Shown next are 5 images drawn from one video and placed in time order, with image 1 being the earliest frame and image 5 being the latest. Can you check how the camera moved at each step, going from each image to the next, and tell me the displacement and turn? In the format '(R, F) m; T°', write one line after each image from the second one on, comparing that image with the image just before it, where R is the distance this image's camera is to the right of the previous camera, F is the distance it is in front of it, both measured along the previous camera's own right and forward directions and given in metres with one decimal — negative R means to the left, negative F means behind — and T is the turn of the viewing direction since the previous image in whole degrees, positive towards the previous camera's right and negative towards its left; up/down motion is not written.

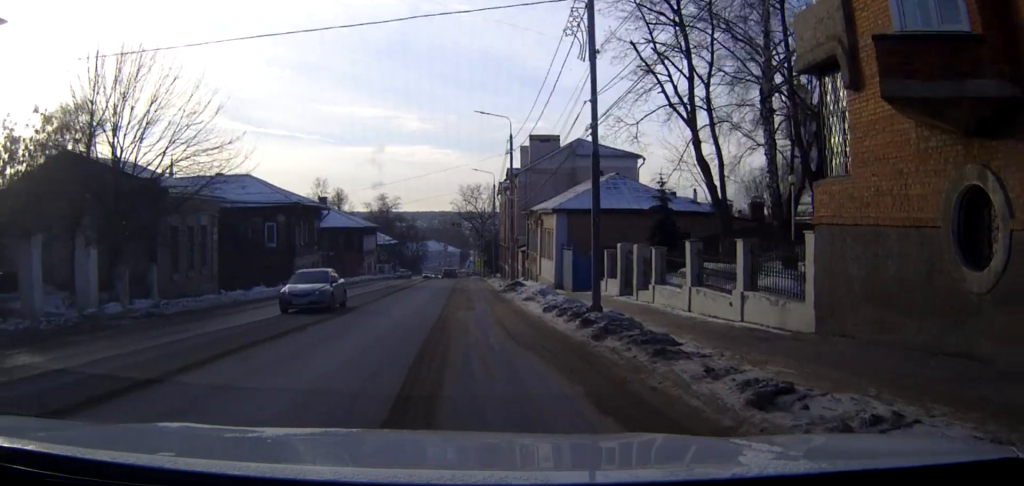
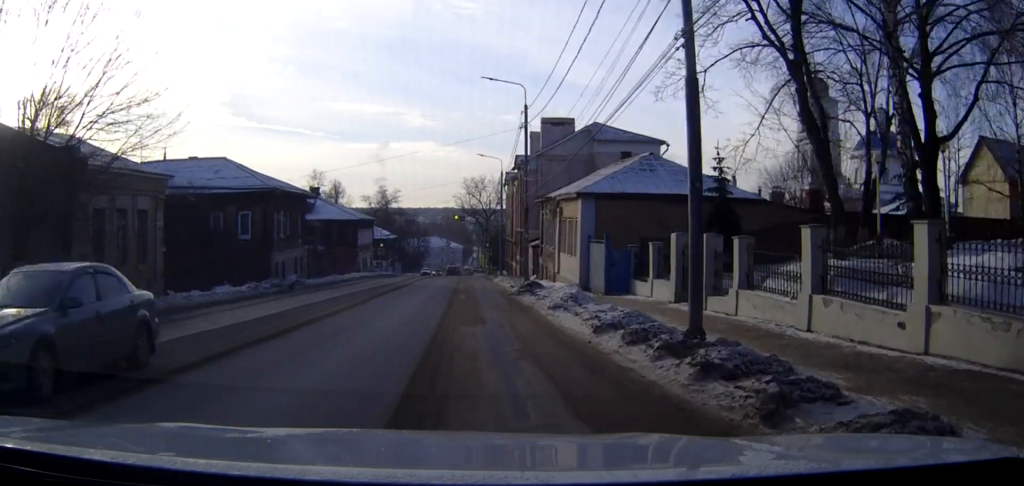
(-0.2, +7.8) m; -1°
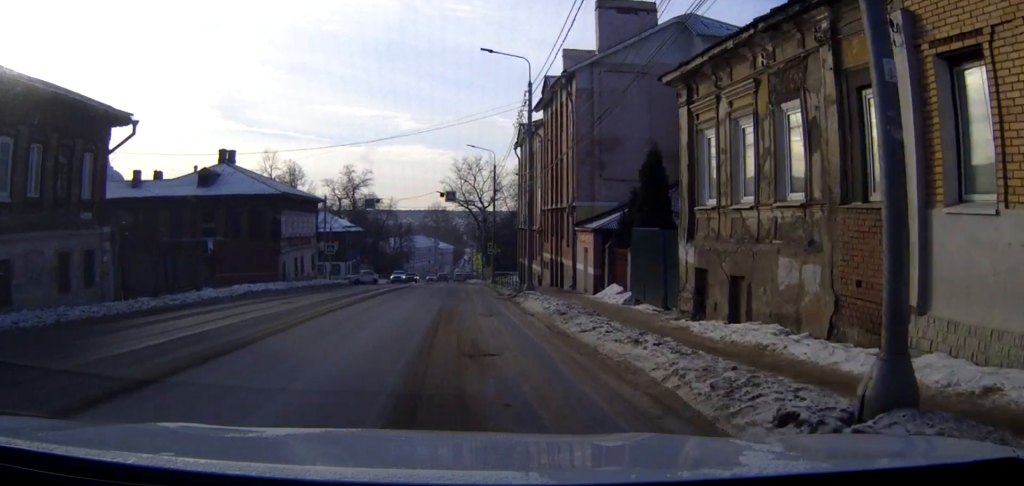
(+0.5, +32.2) m; +1°
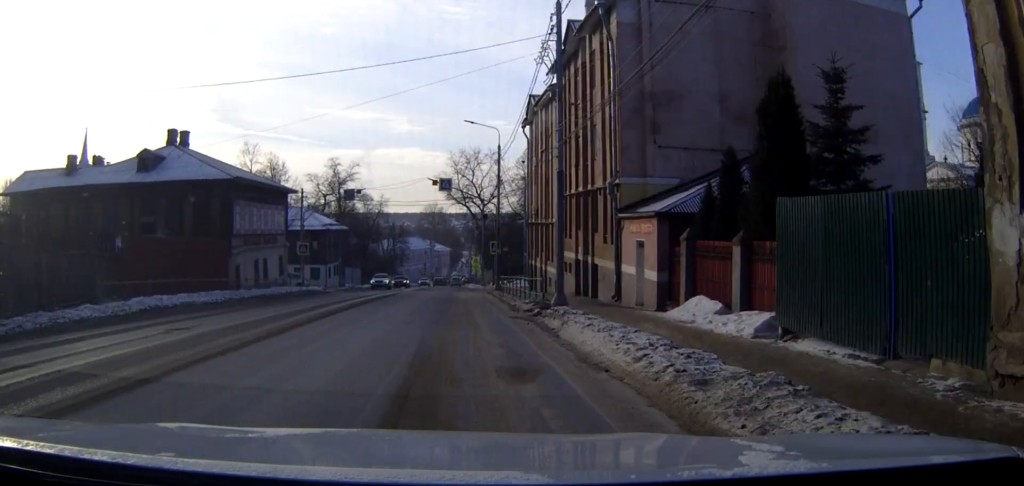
(0.0, +10.5) m; 0°
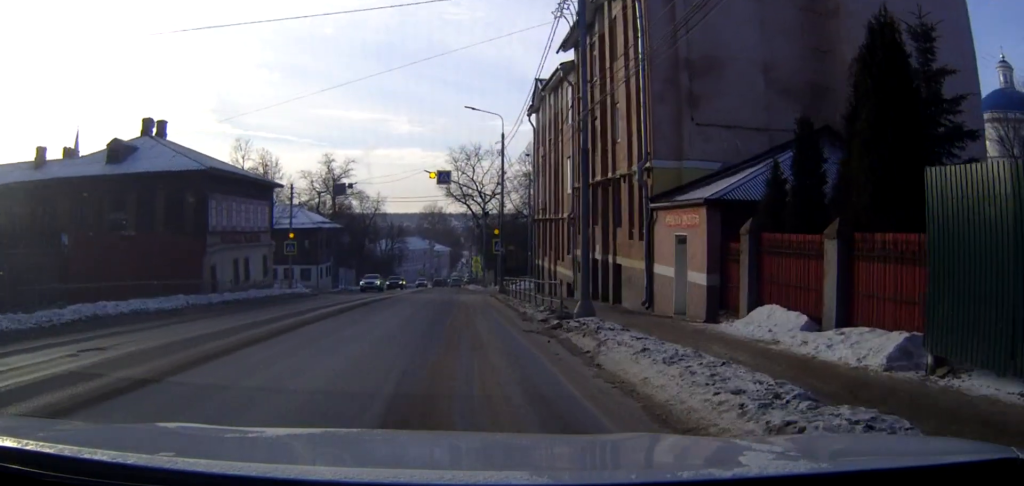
(0.0, +4.3) m; 0°
